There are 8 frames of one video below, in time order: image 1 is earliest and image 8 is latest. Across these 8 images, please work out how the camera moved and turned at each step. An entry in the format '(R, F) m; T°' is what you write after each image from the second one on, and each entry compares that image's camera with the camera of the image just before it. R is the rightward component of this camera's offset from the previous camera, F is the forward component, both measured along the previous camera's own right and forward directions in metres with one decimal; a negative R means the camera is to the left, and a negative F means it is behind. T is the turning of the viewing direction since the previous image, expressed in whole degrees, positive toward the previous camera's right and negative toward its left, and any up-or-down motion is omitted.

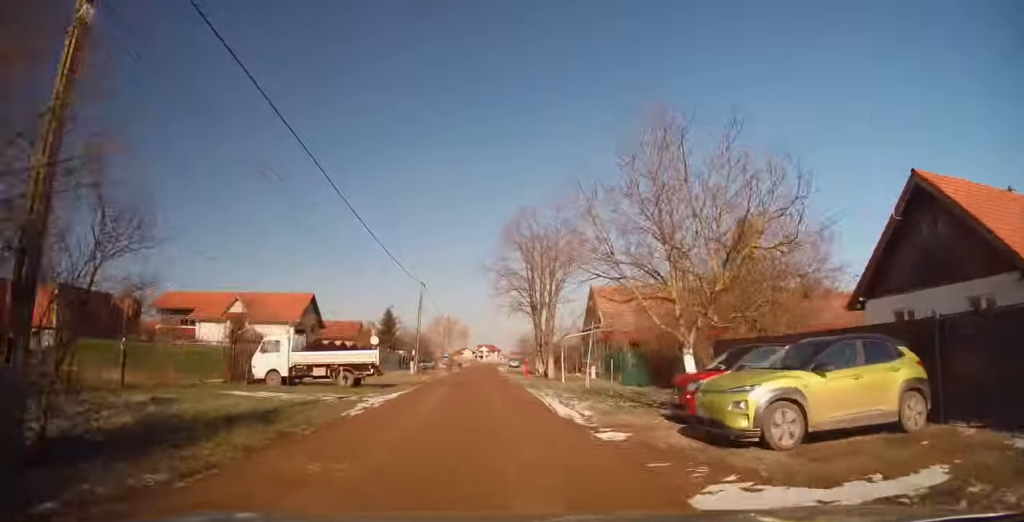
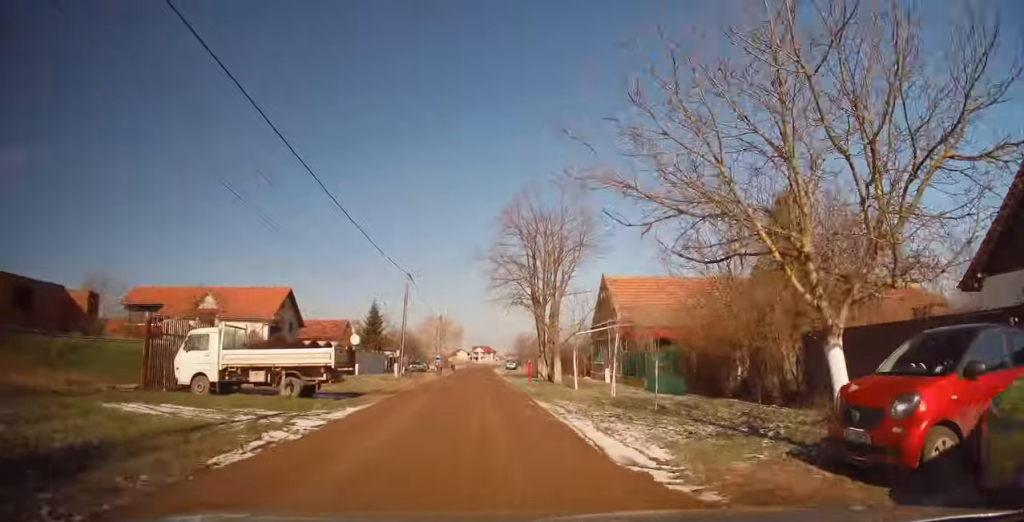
(+0.1, +5.6) m; +1°
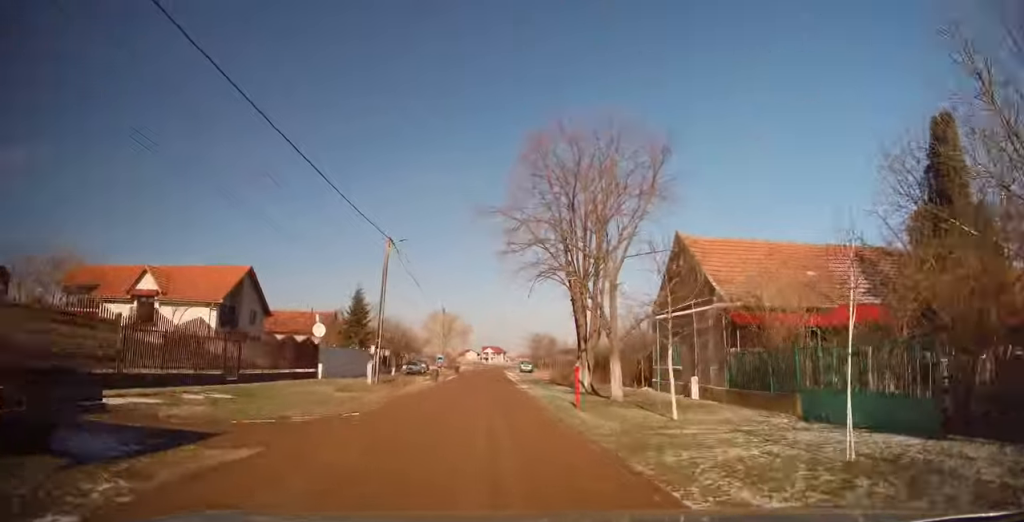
(-0.1, +11.7) m; -2°
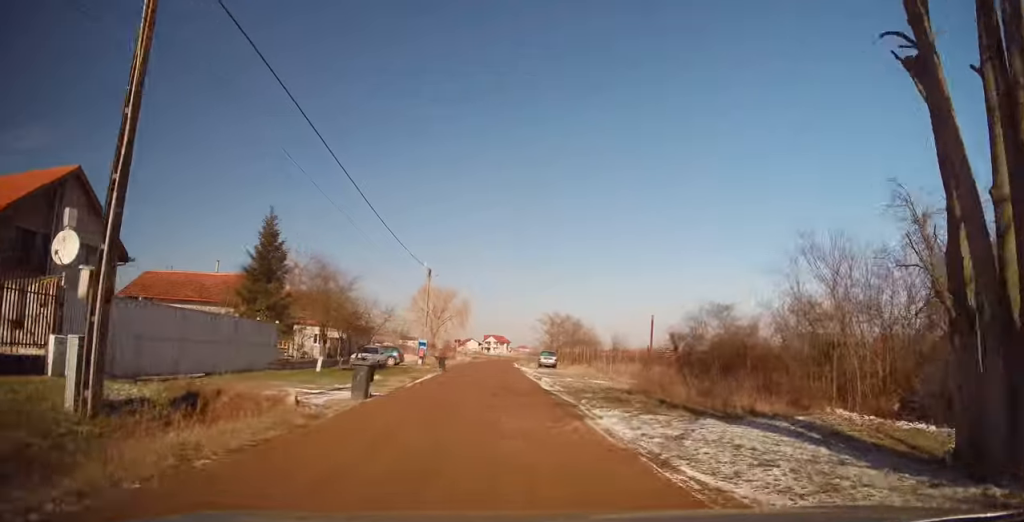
(0.0, +21.0) m; 0°
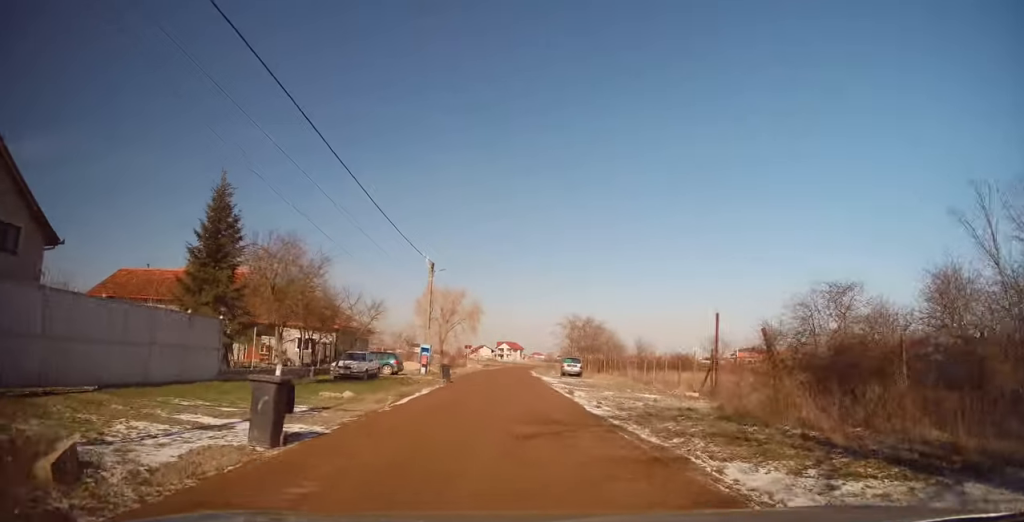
(-0.2, +7.2) m; -1°
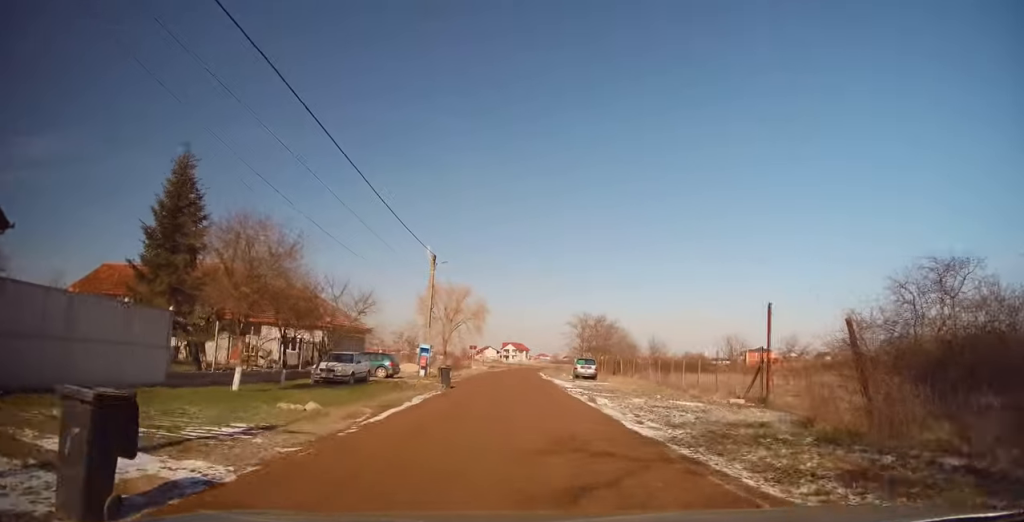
(+0.1, +3.9) m; 0°
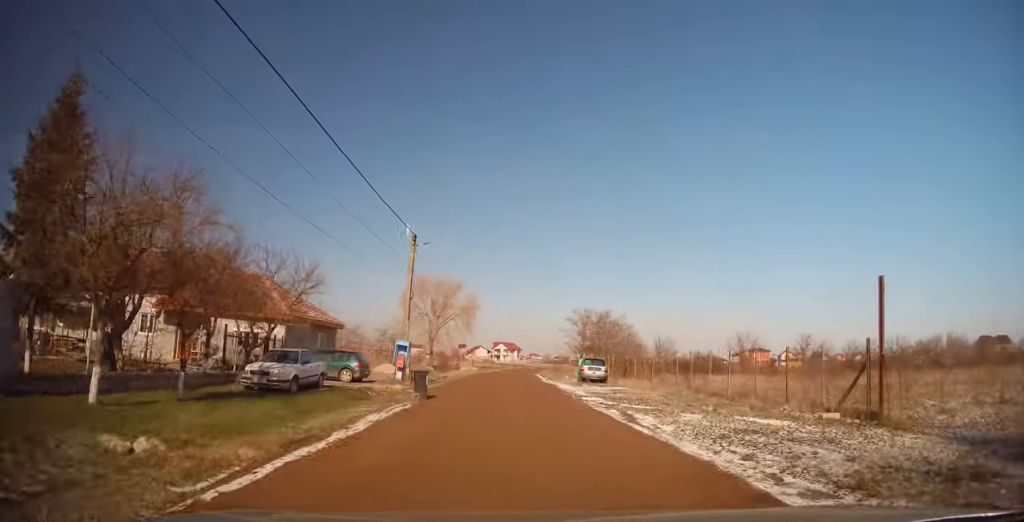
(+0.1, +6.3) m; +1°
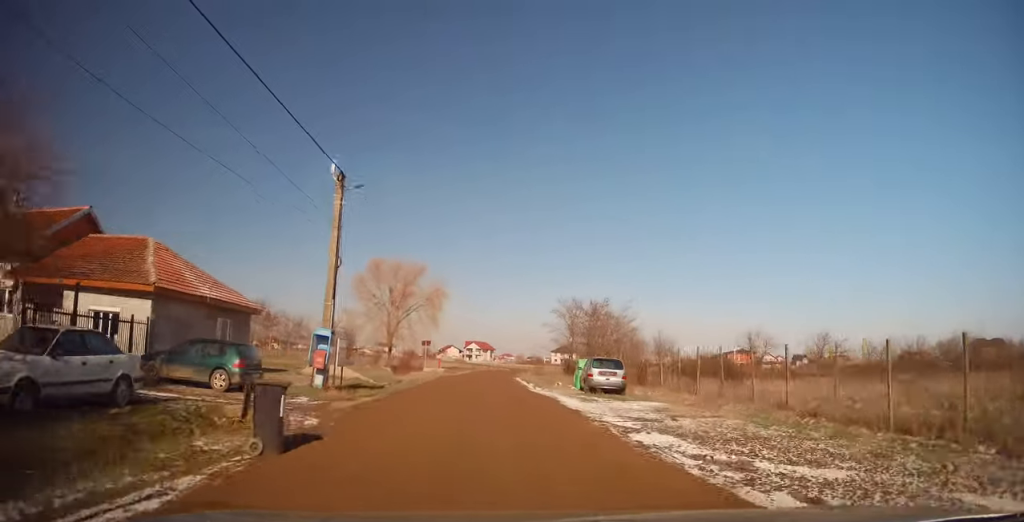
(+0.1, +9.9) m; +1°
